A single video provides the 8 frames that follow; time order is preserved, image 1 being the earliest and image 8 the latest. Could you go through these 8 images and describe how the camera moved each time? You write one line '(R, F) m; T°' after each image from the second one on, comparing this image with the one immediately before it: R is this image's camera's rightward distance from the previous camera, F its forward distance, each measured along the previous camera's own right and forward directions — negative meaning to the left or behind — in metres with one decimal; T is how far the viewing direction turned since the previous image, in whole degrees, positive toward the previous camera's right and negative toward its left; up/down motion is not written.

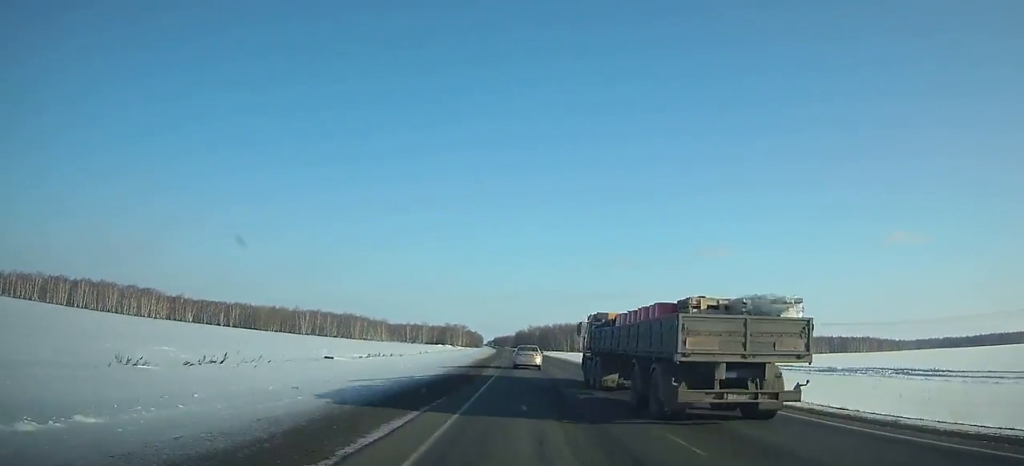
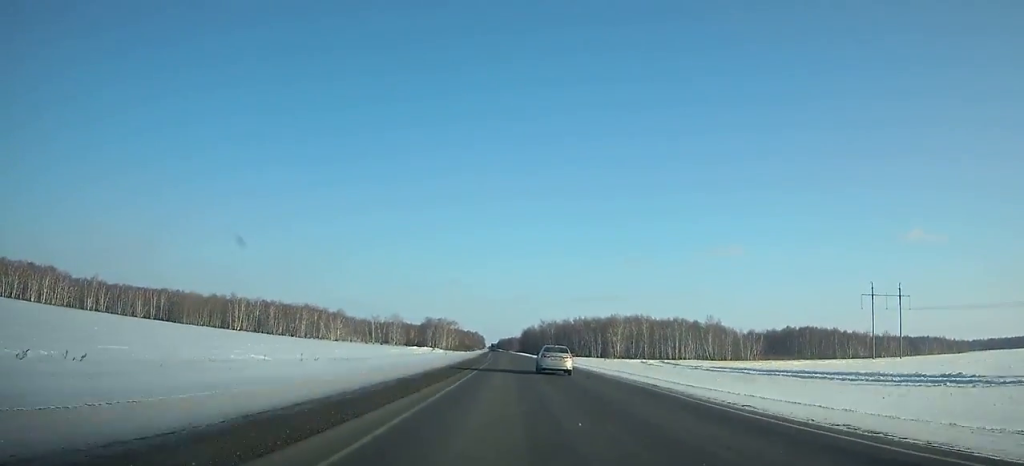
(-0.9, +103.4) m; -1°
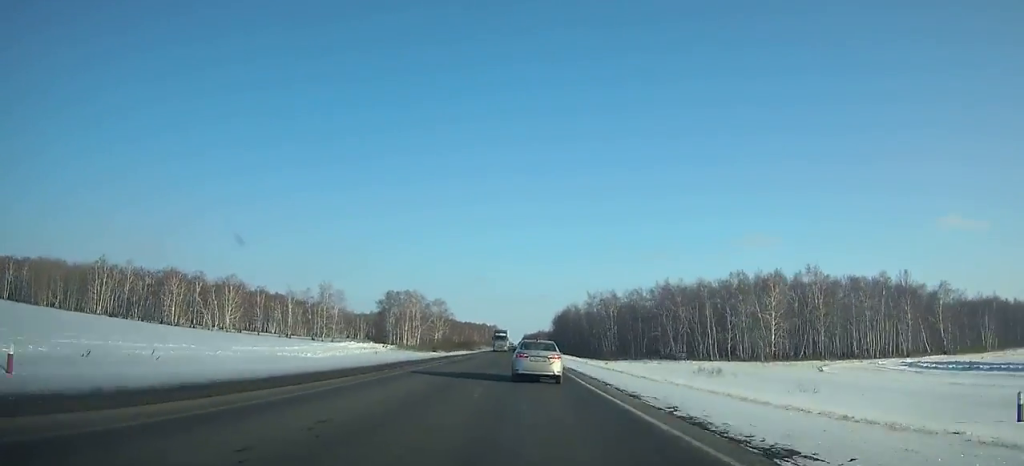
(-1.9, +121.2) m; -2°
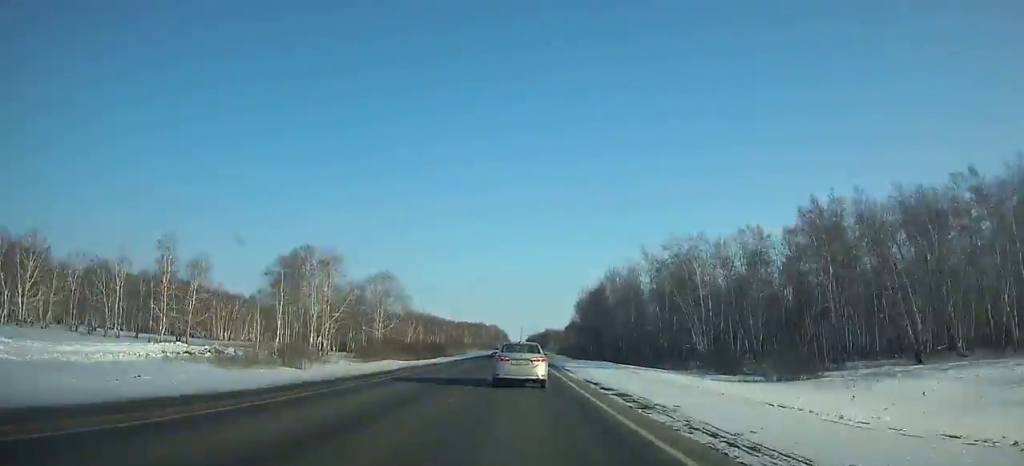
(-0.9, +74.3) m; -1°
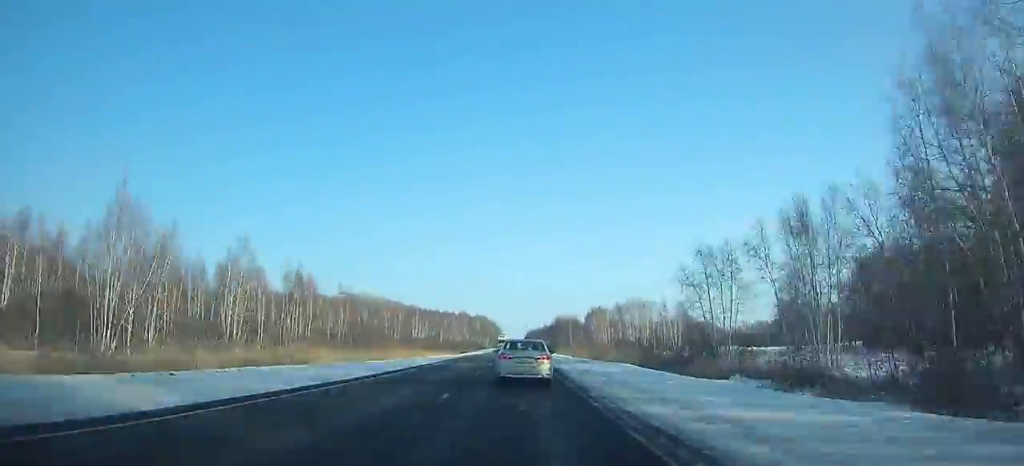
(0.0, +117.5) m; 0°
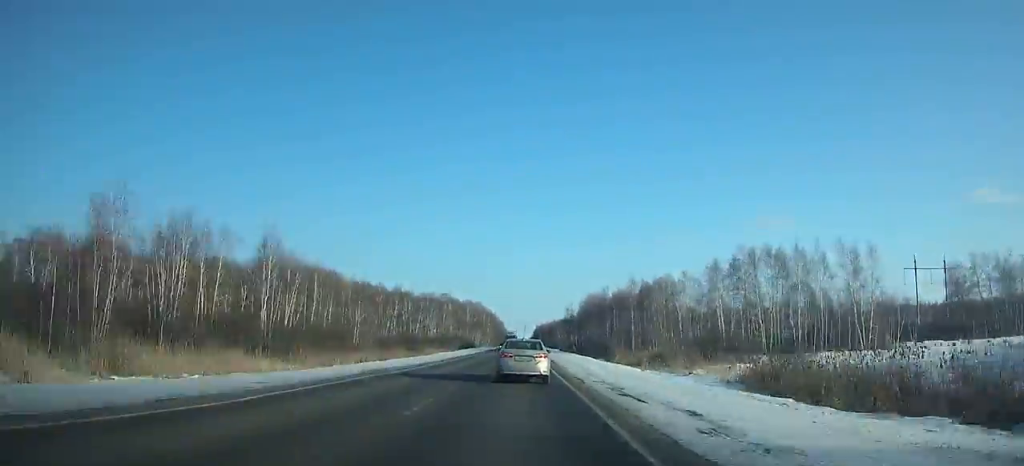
(0.0, +86.6) m; 0°
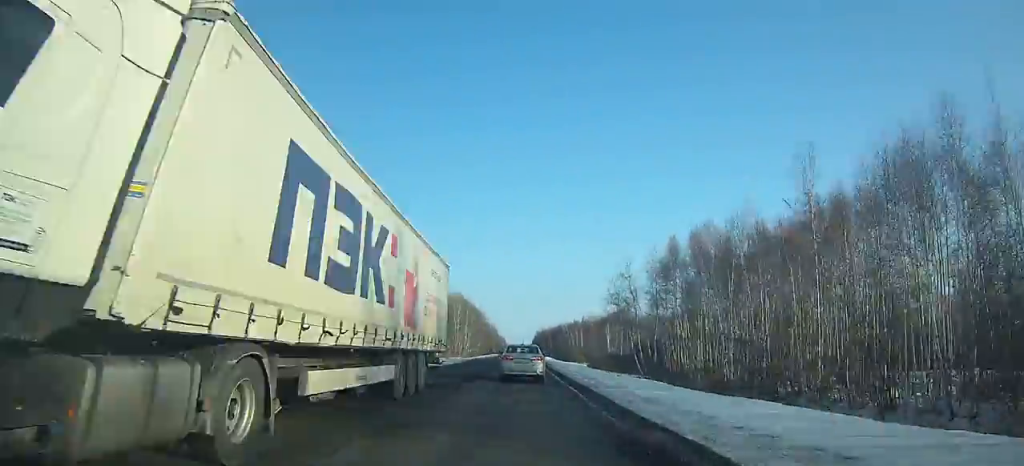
(-0.2, +77.2) m; 0°
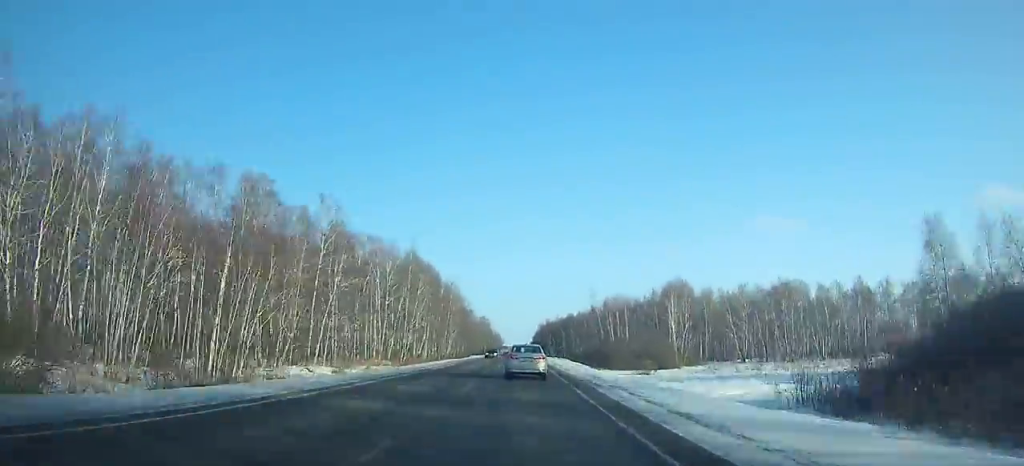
(0.0, +71.3) m; 0°
